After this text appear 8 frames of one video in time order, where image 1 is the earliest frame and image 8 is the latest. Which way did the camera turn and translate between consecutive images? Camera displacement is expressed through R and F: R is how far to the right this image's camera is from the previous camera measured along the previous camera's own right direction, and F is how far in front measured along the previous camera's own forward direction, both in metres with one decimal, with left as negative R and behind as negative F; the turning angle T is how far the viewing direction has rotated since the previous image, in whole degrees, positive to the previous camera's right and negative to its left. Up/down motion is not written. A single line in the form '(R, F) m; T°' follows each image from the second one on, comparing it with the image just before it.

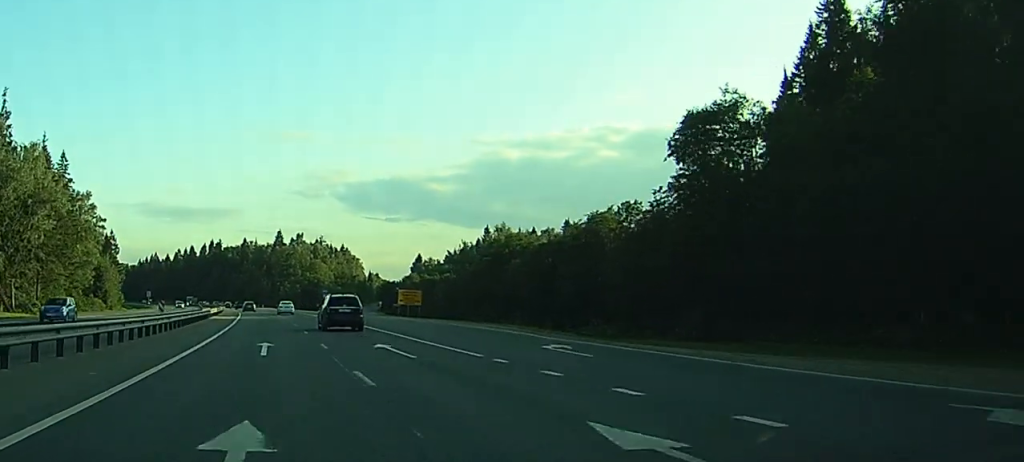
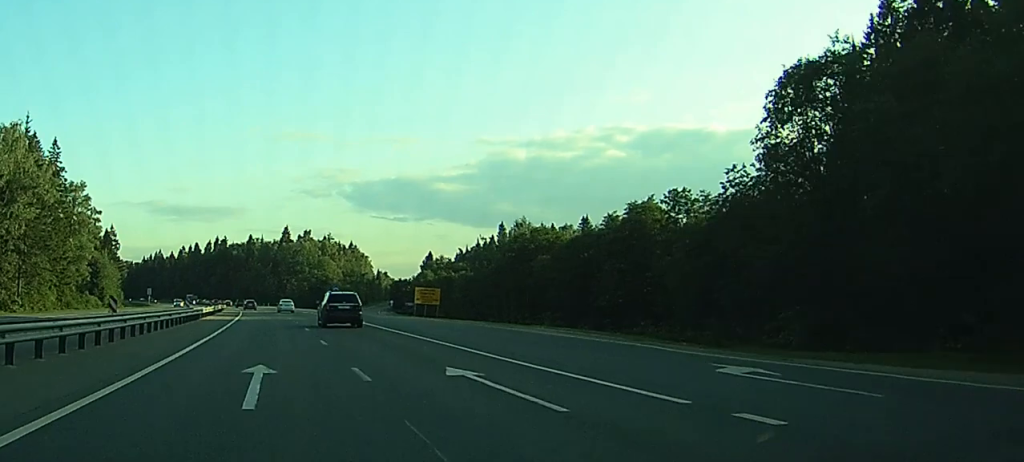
(-0.1, +11.6) m; 0°
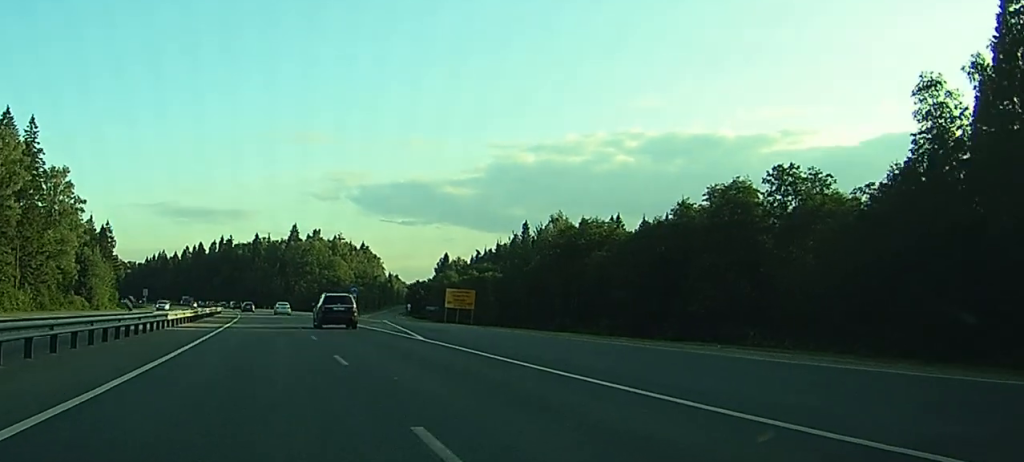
(-0.1, +20.3) m; -1°
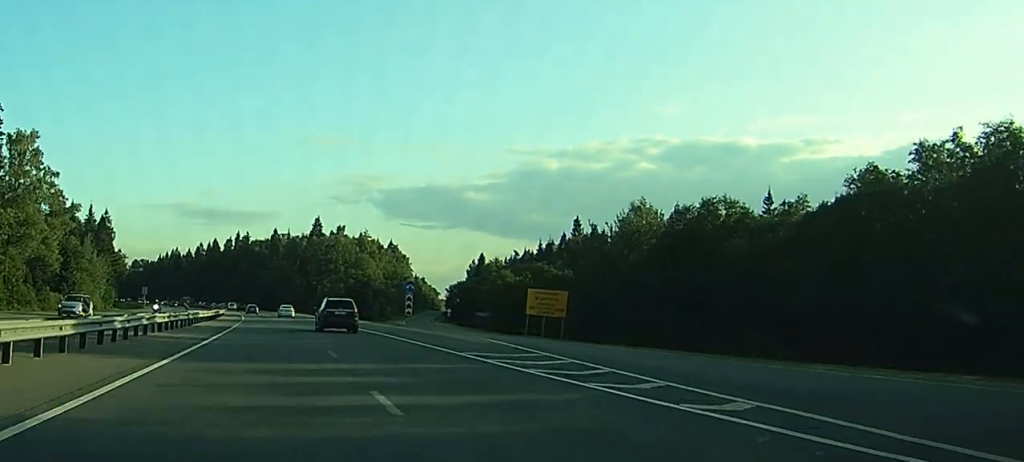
(-0.2, +31.6) m; -1°
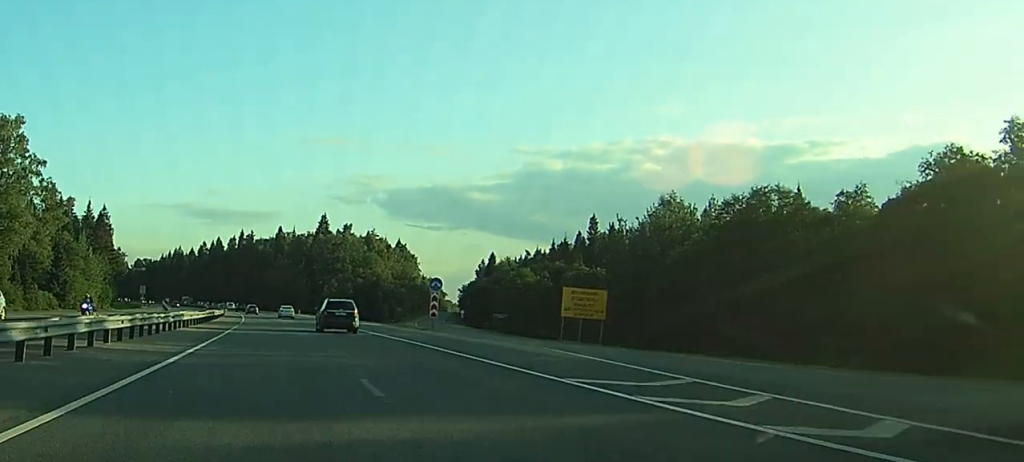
(-0.1, +9.6) m; 0°
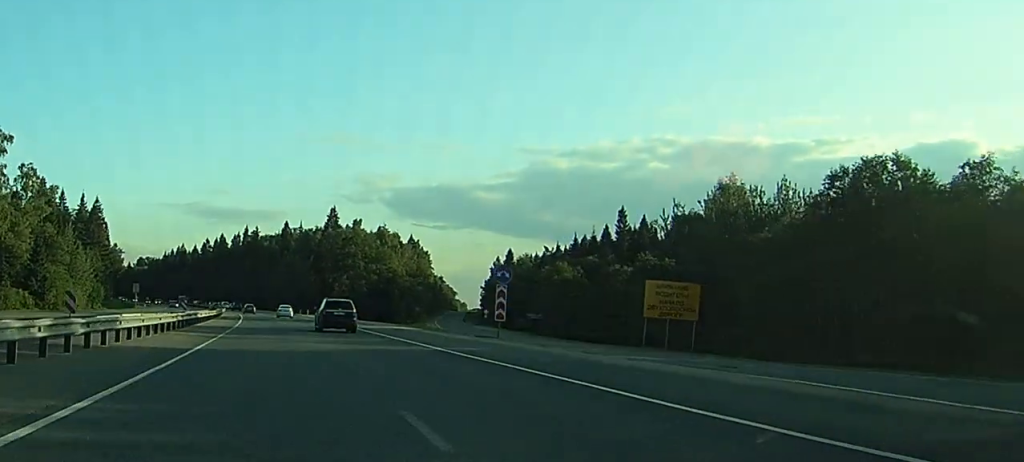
(-0.2, +16.8) m; -1°
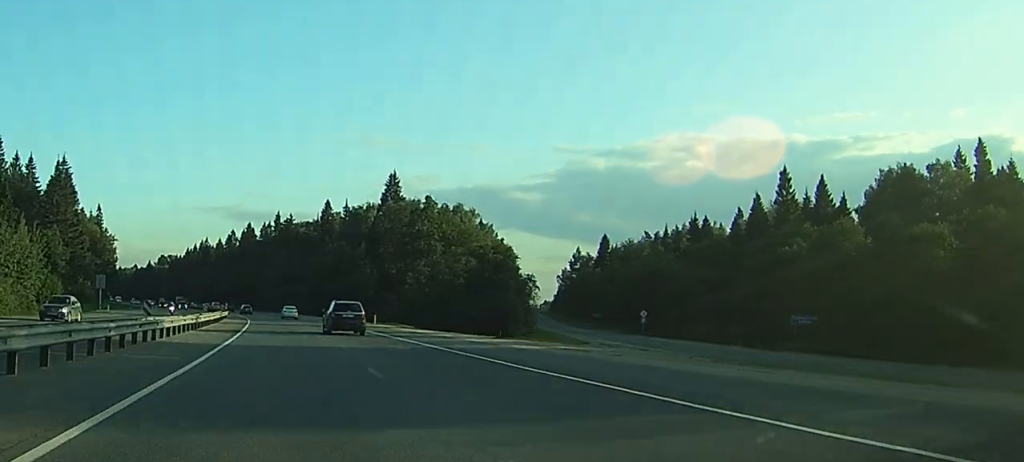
(-1.2, +62.1) m; -2°
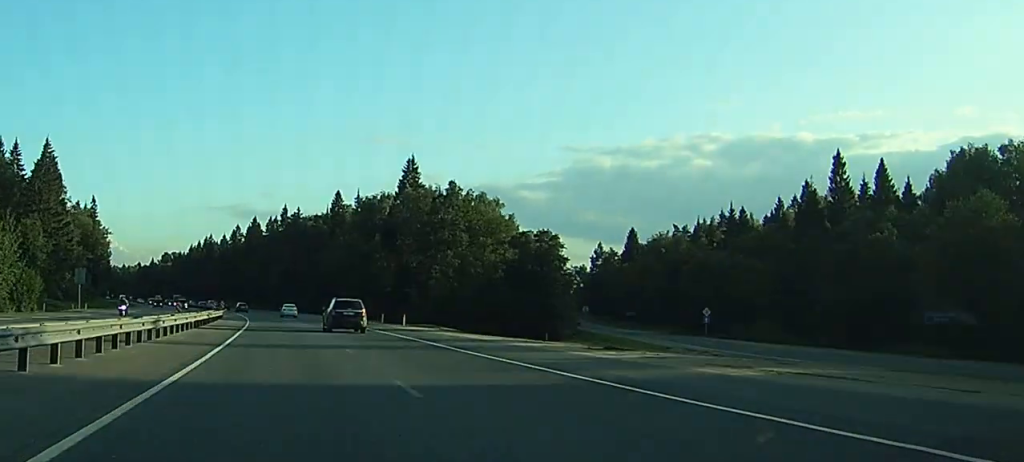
(-0.1, +15.2) m; 0°
